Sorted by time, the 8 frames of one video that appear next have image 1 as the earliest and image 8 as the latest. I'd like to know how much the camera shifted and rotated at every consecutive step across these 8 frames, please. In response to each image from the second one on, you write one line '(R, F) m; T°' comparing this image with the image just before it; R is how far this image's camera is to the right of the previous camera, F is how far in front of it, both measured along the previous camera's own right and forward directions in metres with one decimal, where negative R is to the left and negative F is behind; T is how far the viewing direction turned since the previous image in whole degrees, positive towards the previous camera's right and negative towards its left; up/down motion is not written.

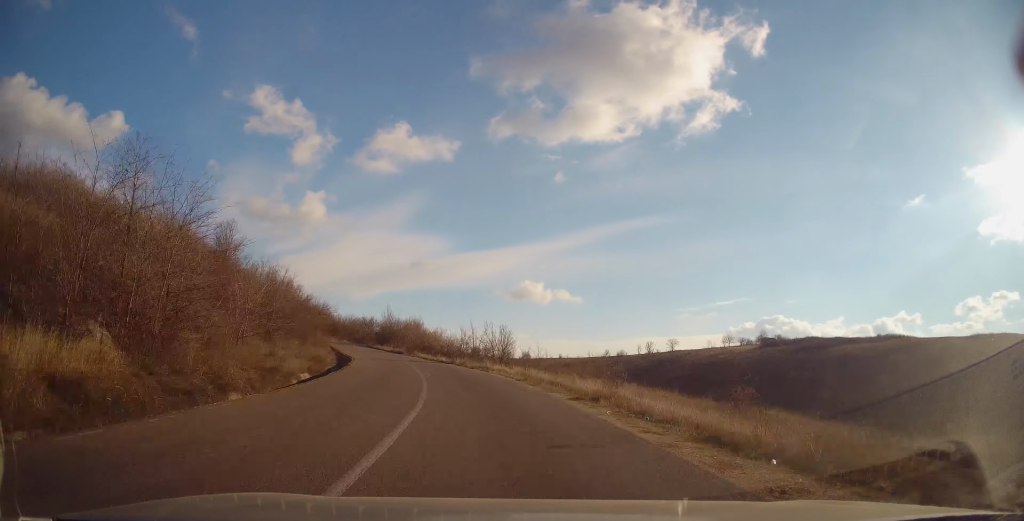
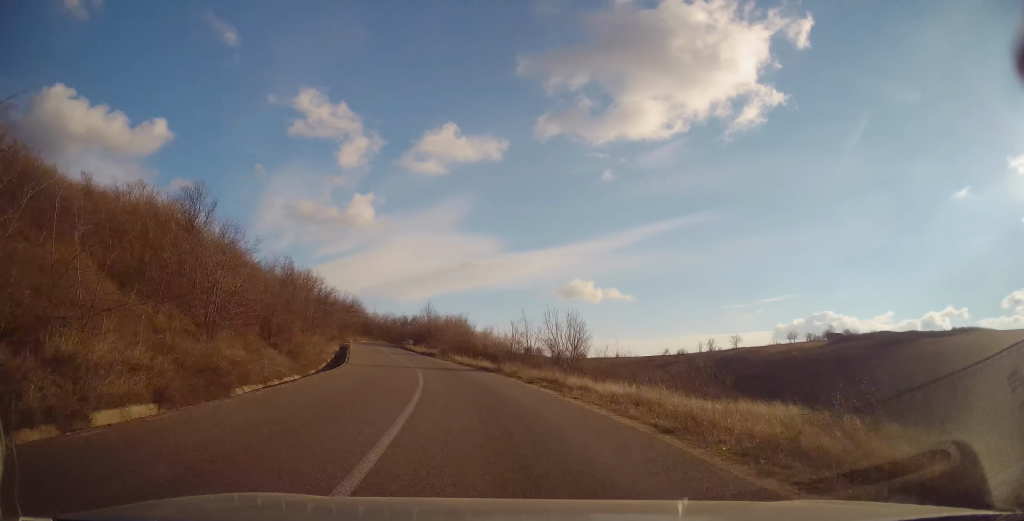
(-0.5, +13.6) m; -4°
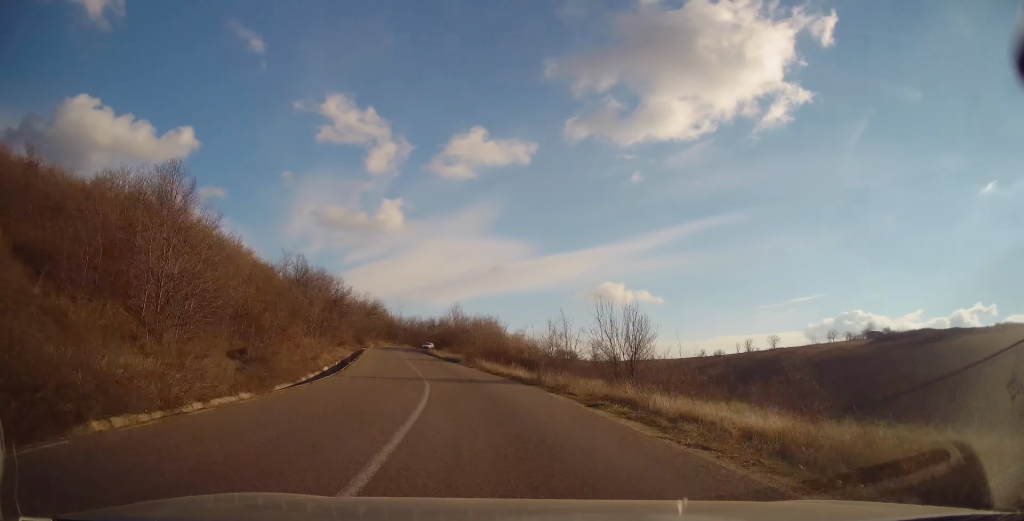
(+0.1, +7.1) m; -3°
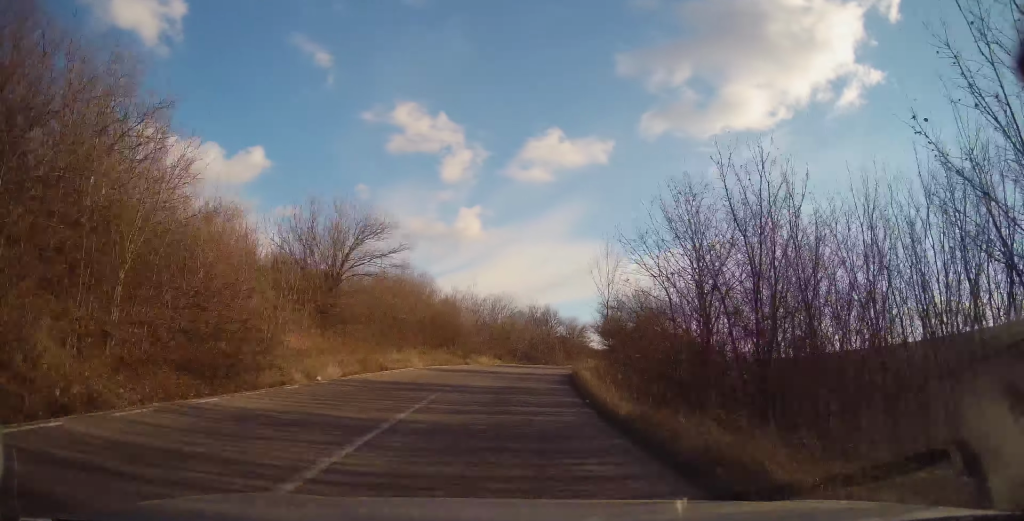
(-8.2, +63.4) m; -7°
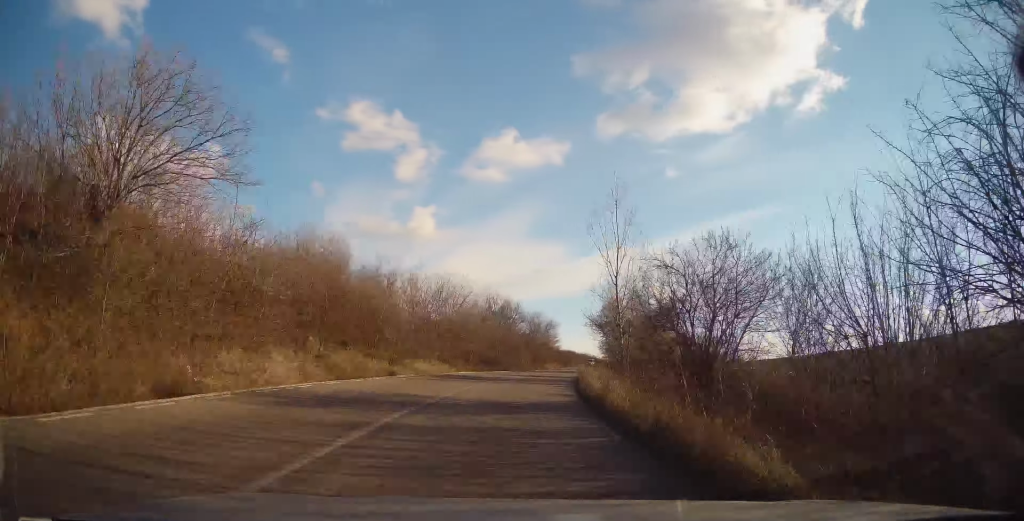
(+0.4, +14.5) m; +4°
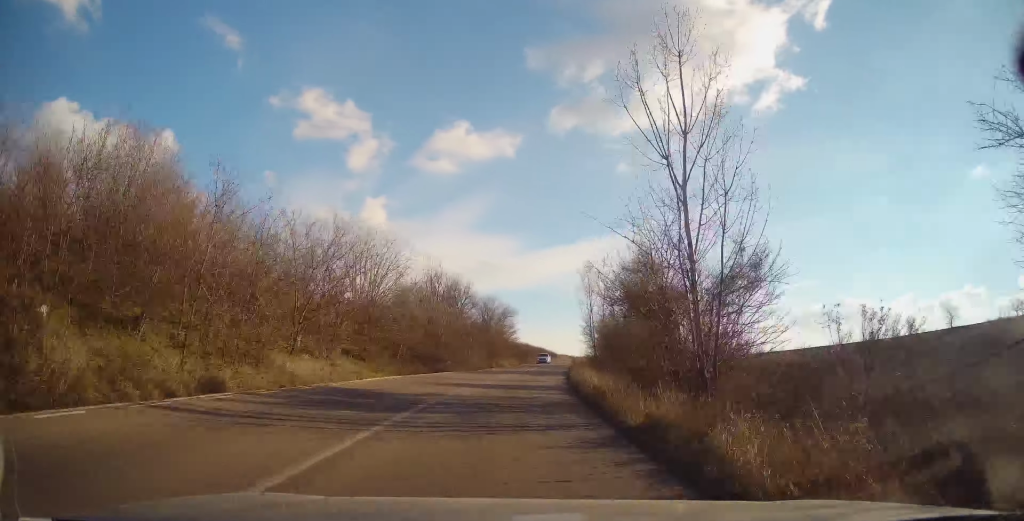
(+0.3, +13.6) m; +5°
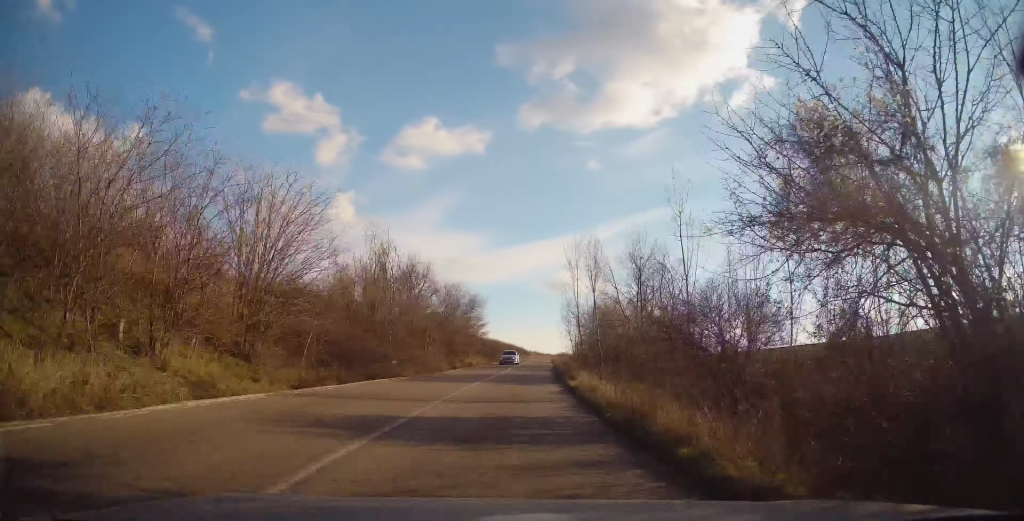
(+0.6, +10.3) m; +3°
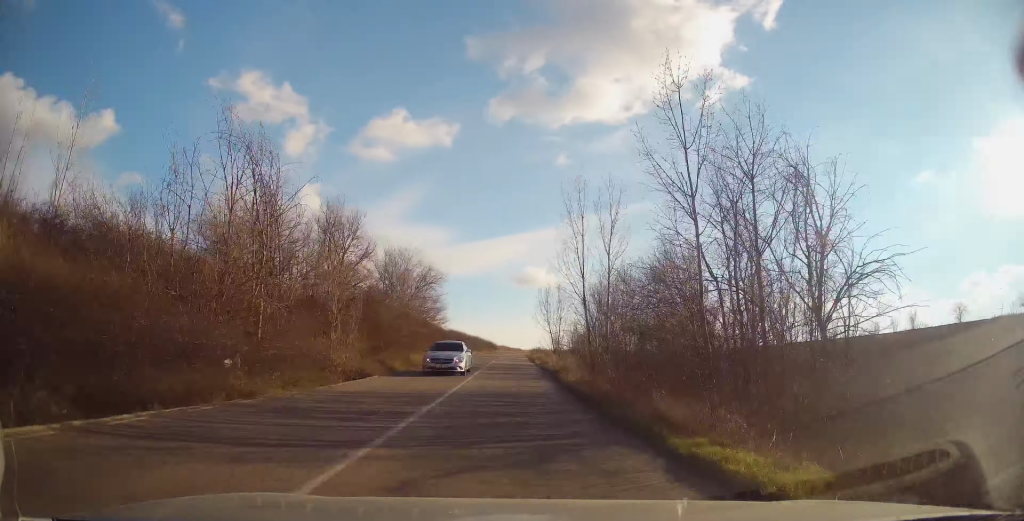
(+0.5, +15.6) m; +3°
